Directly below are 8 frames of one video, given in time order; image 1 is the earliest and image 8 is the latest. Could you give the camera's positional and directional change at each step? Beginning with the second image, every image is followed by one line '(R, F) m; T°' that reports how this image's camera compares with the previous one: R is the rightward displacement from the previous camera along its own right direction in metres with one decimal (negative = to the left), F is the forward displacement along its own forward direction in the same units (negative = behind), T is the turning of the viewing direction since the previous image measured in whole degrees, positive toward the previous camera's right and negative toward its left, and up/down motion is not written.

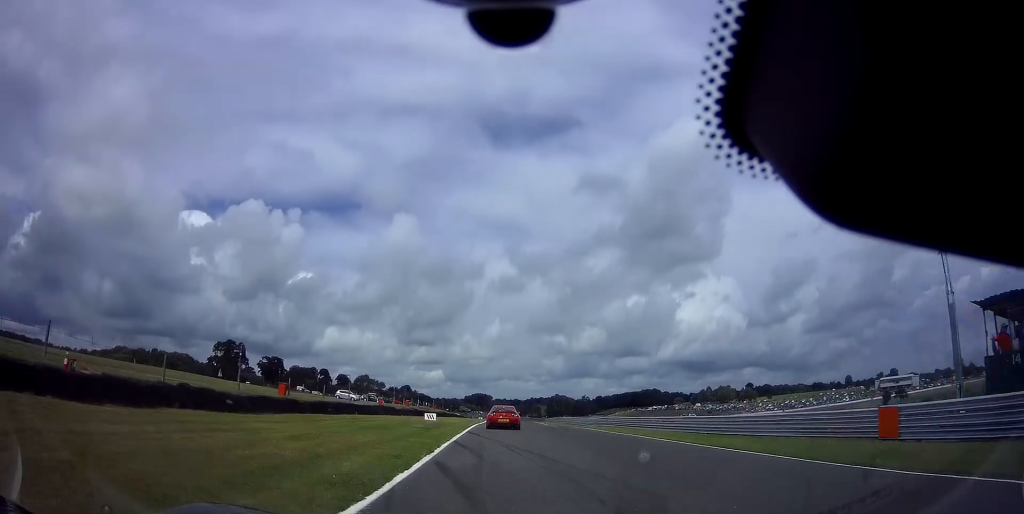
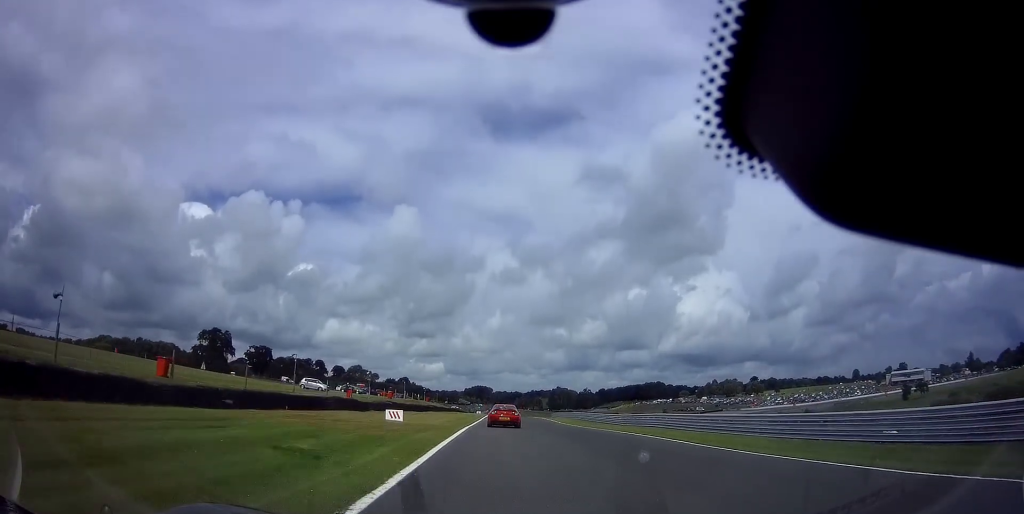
(-0.1, +15.3) m; 0°
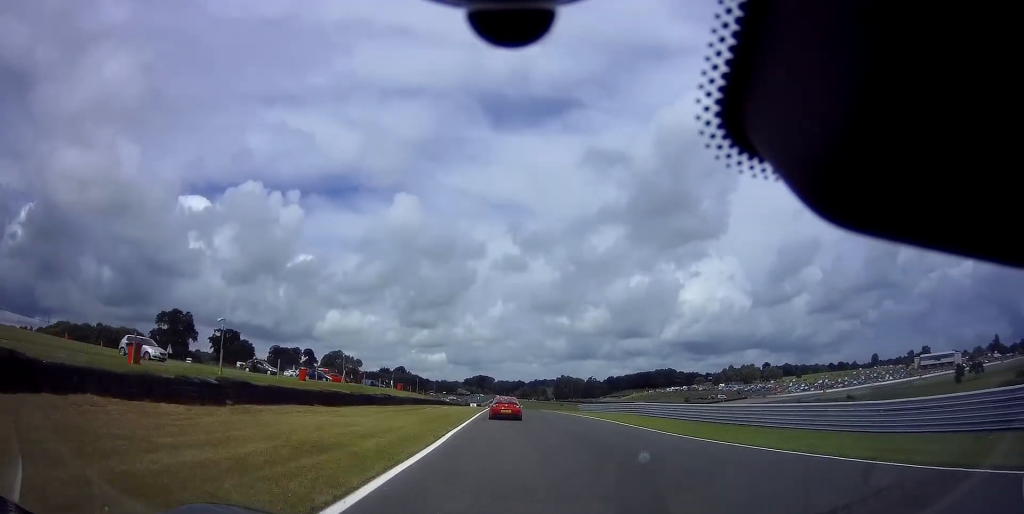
(0.0, +35.1) m; 0°
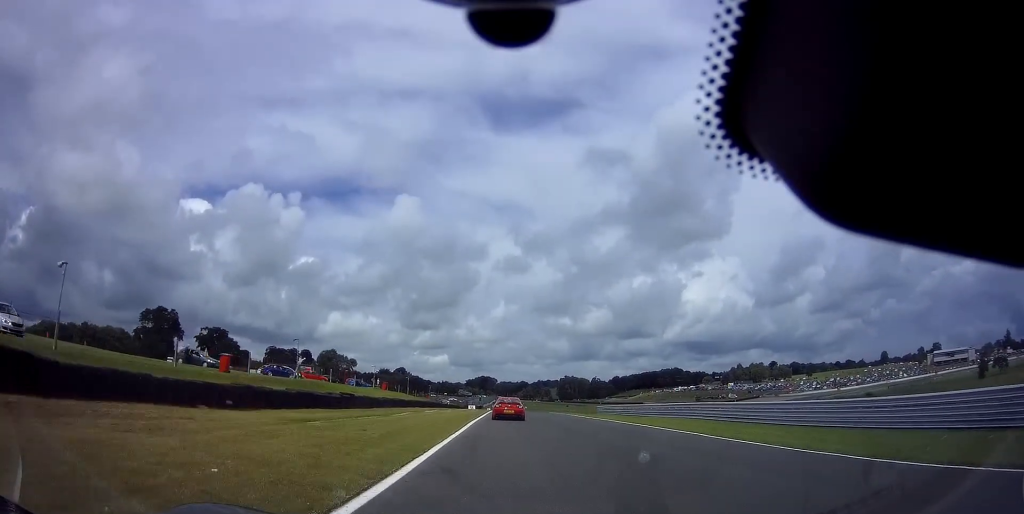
(+0.1, +12.7) m; 0°
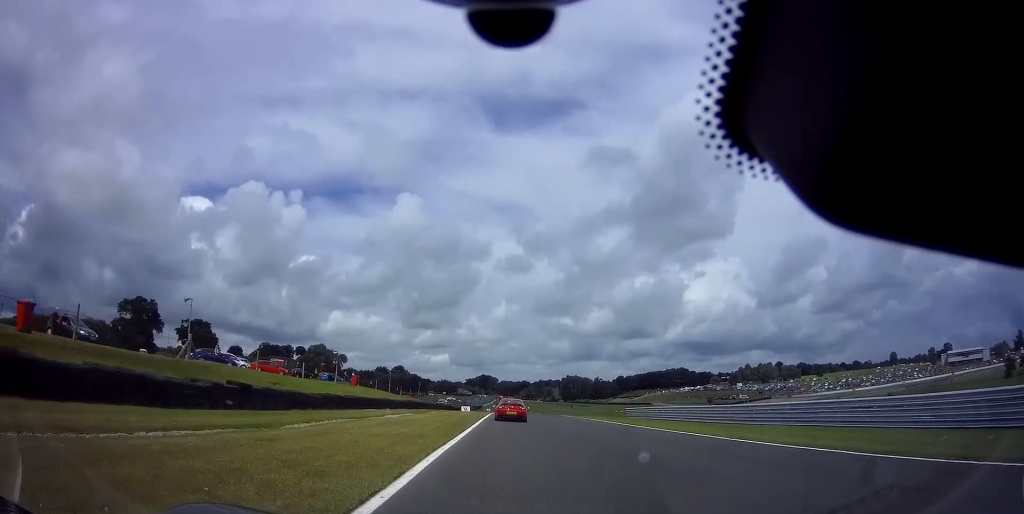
(-0.1, +15.1) m; 0°
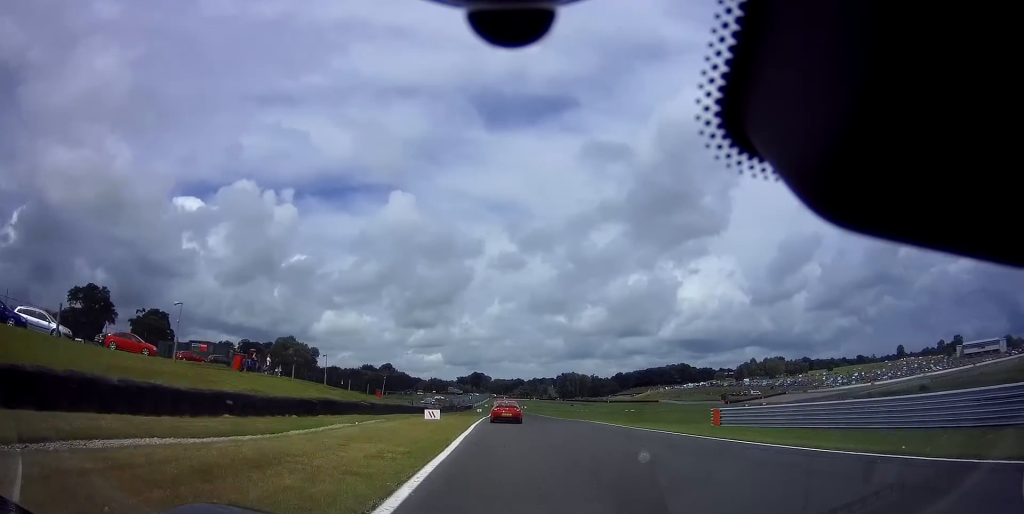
(-0.1, +24.4) m; 0°
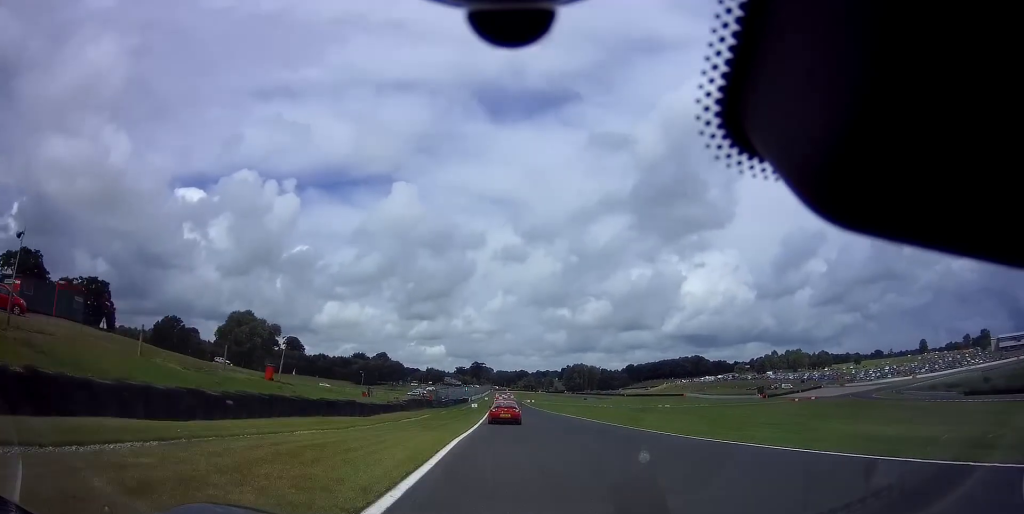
(+0.2, +33.5) m; 0°
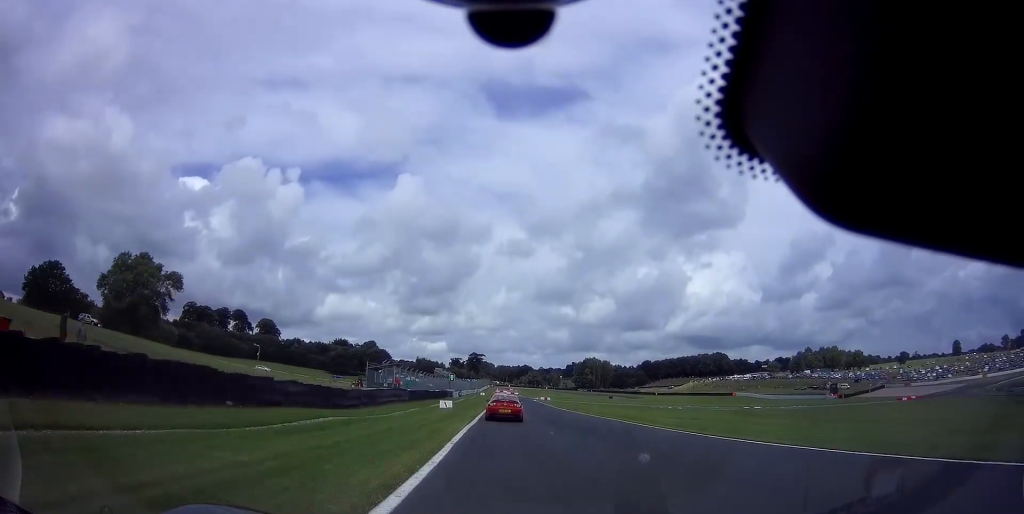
(-0.2, +49.0) m; 0°
